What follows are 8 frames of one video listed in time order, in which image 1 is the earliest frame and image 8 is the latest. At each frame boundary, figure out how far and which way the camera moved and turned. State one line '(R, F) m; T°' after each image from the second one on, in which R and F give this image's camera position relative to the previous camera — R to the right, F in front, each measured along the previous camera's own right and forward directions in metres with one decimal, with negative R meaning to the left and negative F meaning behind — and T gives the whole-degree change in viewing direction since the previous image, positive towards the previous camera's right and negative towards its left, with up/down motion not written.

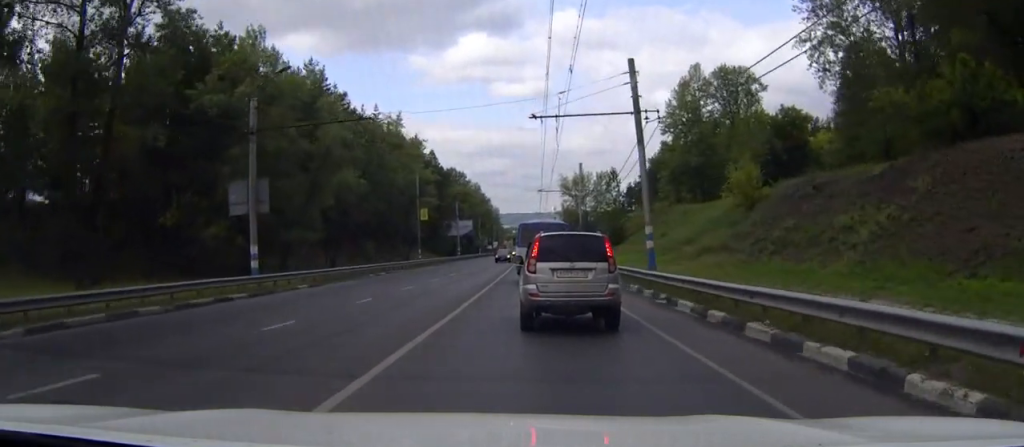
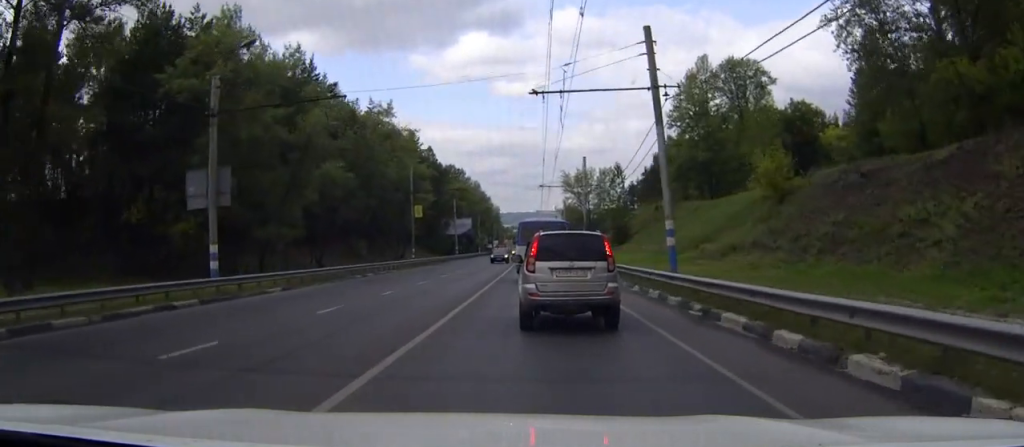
(0.0, +4.4) m; 0°
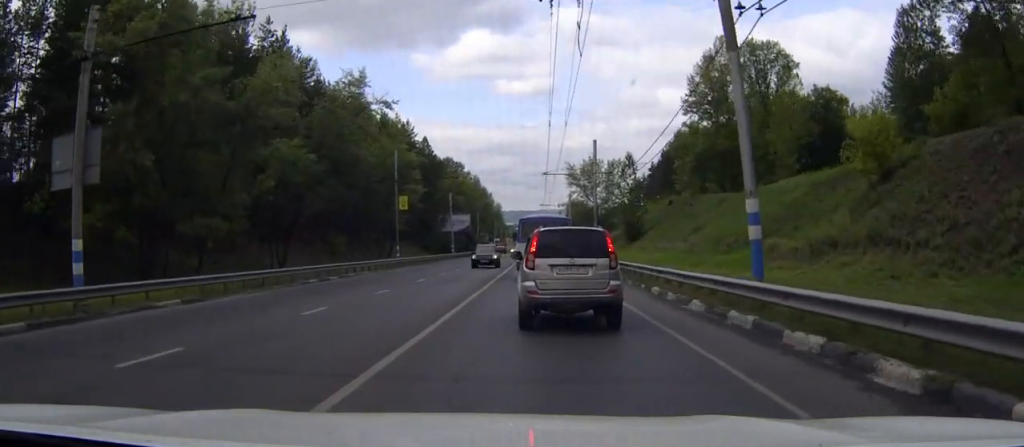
(0.0, +9.4) m; 0°
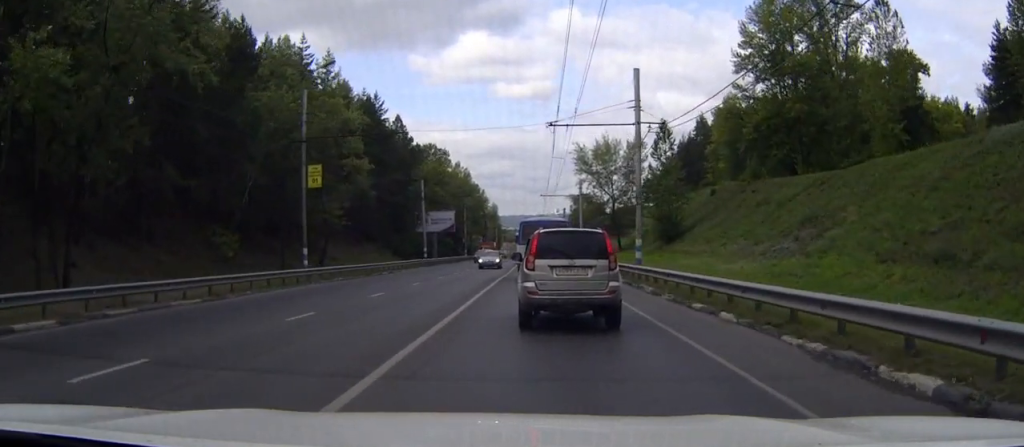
(0.0, +25.9) m; 0°
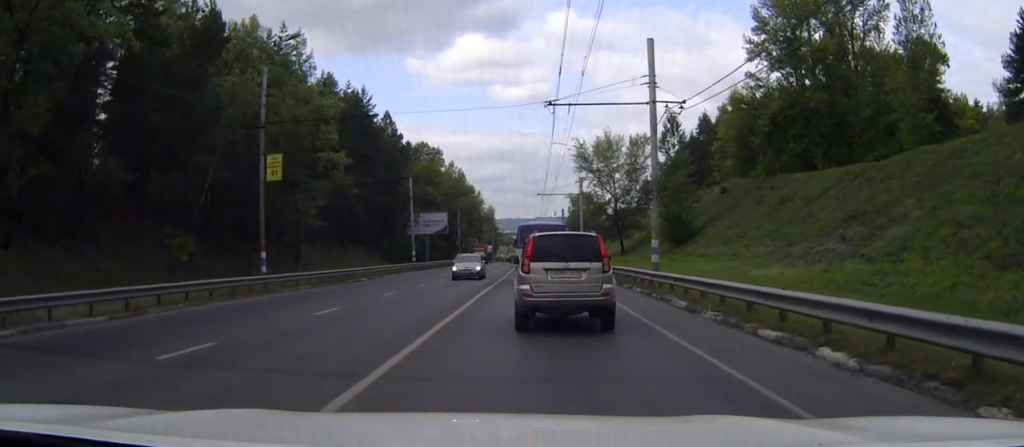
(0.0, +5.6) m; 0°
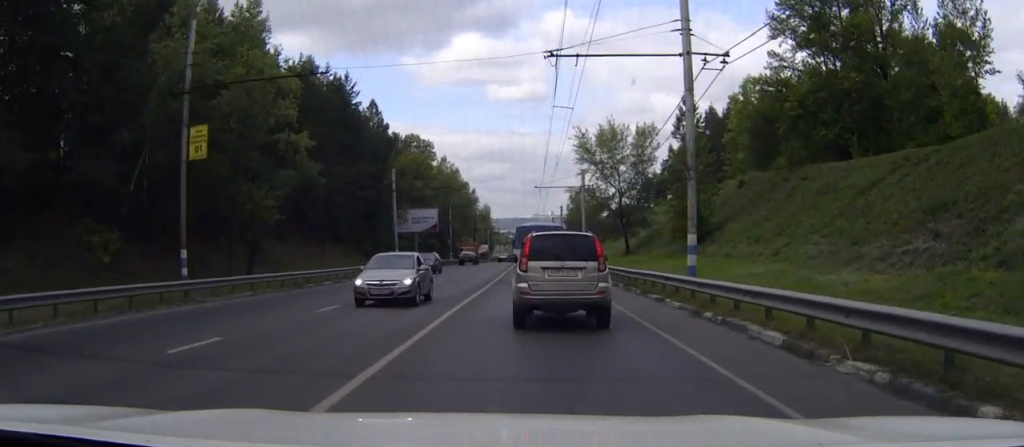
(0.0, +7.4) m; 0°
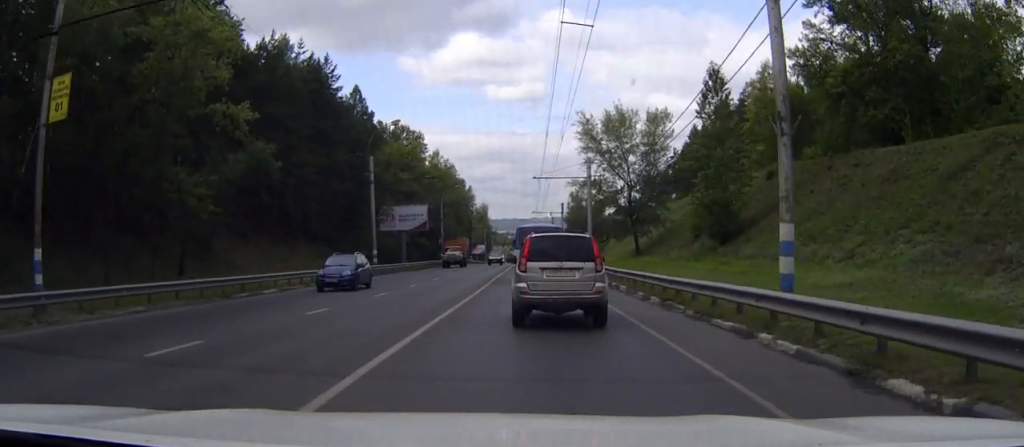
(0.0, +8.6) m; 0°
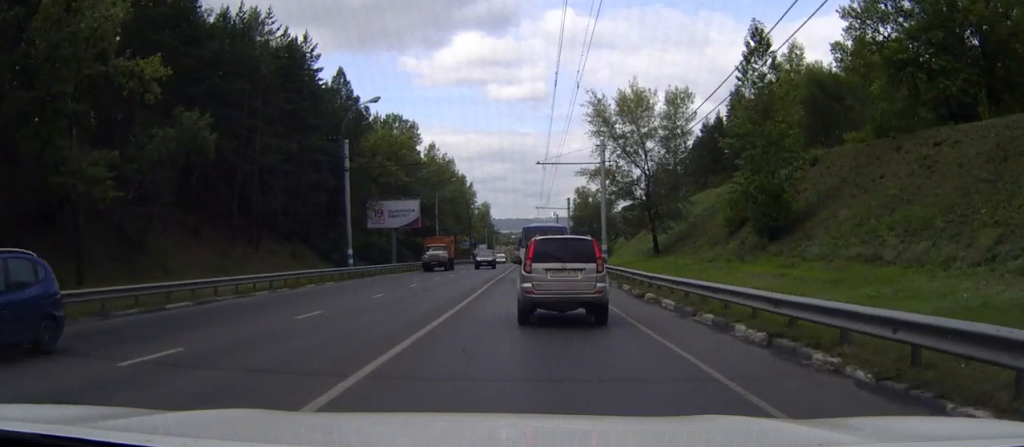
(0.0, +8.9) m; 0°
